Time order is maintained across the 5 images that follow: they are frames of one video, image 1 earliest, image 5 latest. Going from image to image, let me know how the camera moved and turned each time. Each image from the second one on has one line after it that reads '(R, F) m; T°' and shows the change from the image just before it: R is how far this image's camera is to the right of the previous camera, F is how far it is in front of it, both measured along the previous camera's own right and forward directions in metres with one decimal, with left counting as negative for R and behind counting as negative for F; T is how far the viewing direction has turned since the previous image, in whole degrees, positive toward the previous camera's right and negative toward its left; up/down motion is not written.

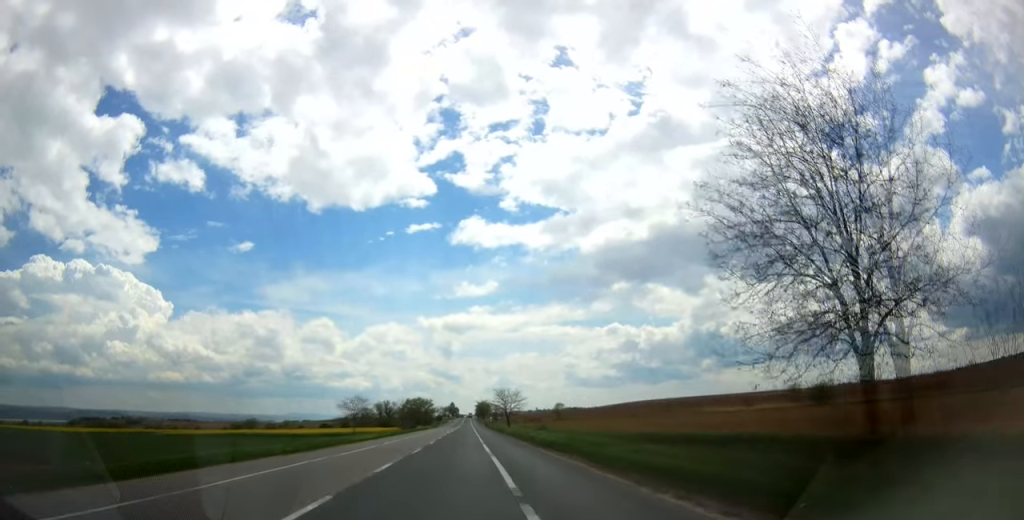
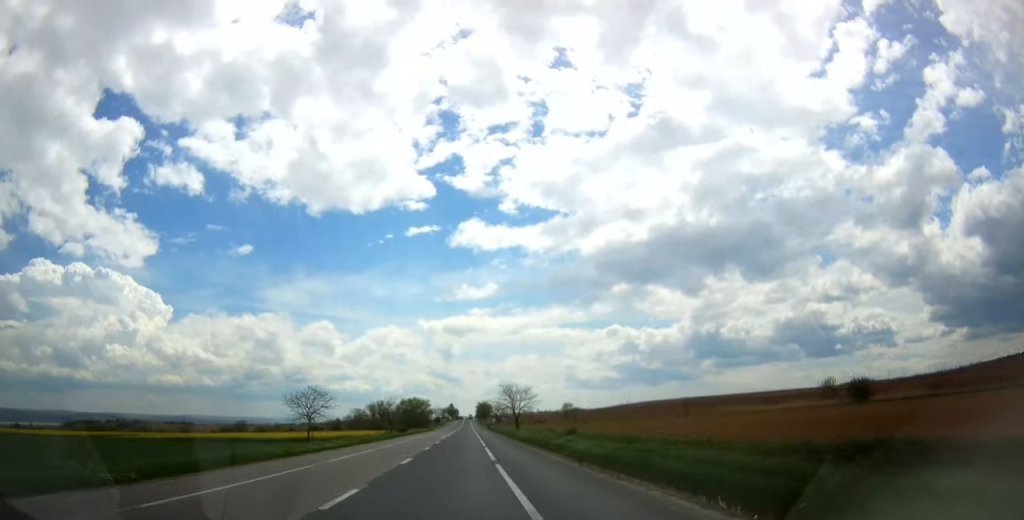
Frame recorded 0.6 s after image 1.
(-0.1, +18.0) m; 0°
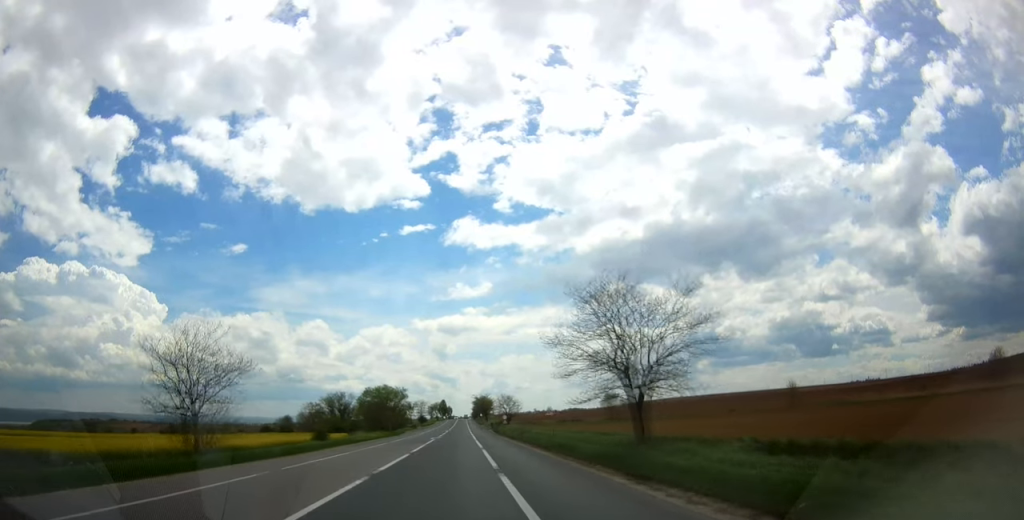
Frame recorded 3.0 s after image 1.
(0.0, +65.0) m; 0°
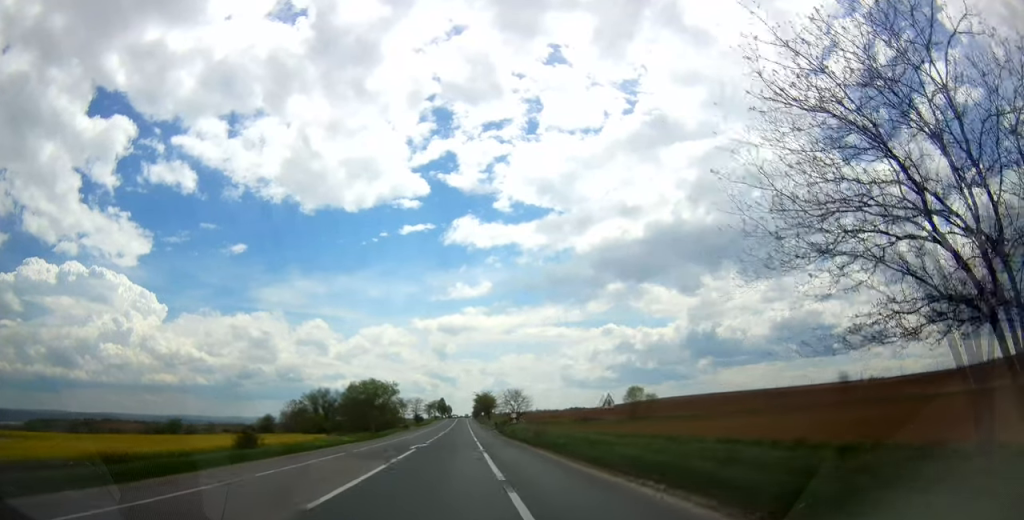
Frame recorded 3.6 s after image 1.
(0.0, +19.0) m; 0°
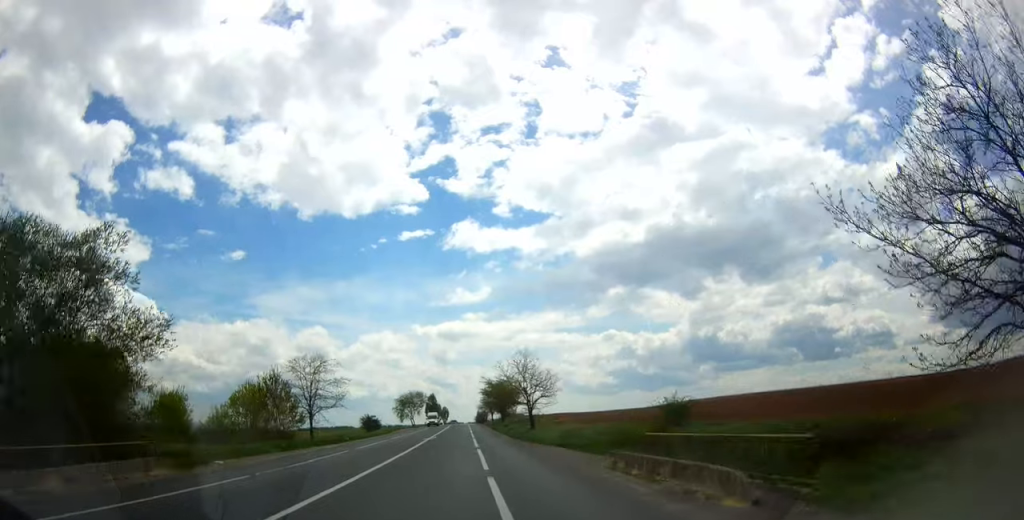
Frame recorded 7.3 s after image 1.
(-0.1, +101.3) m; 0°
